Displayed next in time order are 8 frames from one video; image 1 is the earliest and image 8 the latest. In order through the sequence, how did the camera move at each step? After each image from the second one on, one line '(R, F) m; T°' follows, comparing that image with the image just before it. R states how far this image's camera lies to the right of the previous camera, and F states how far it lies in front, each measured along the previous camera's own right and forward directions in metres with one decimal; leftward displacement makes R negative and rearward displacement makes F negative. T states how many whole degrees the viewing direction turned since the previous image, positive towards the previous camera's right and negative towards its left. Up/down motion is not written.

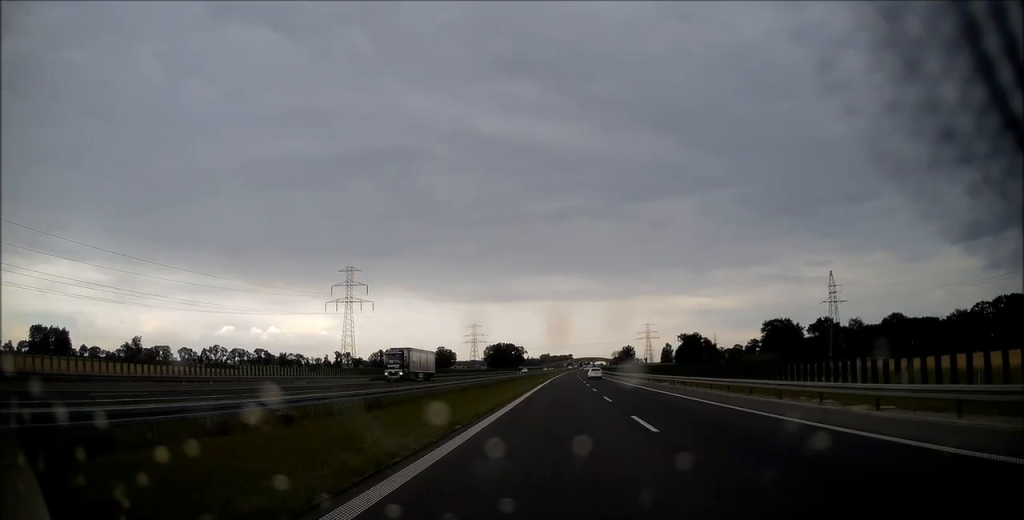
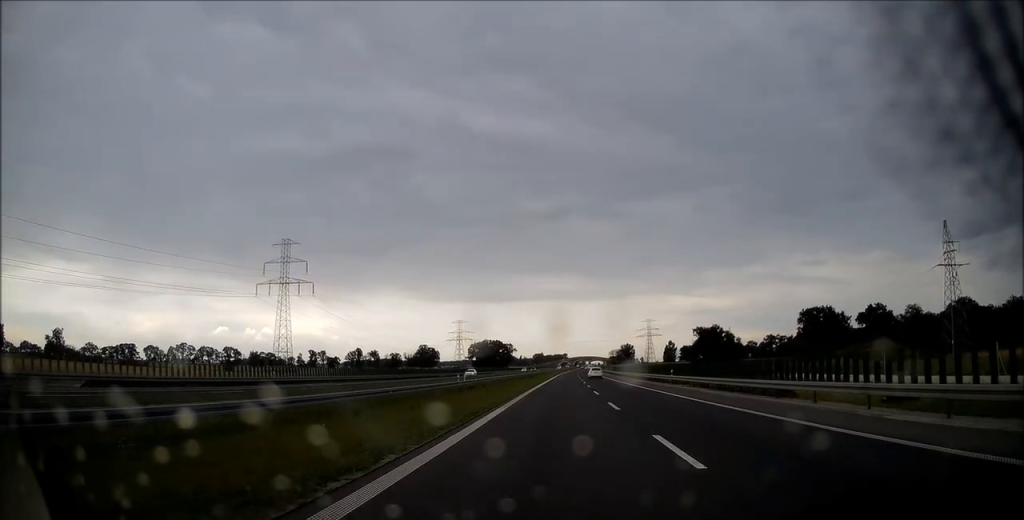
(+0.4, +51.7) m; 0°
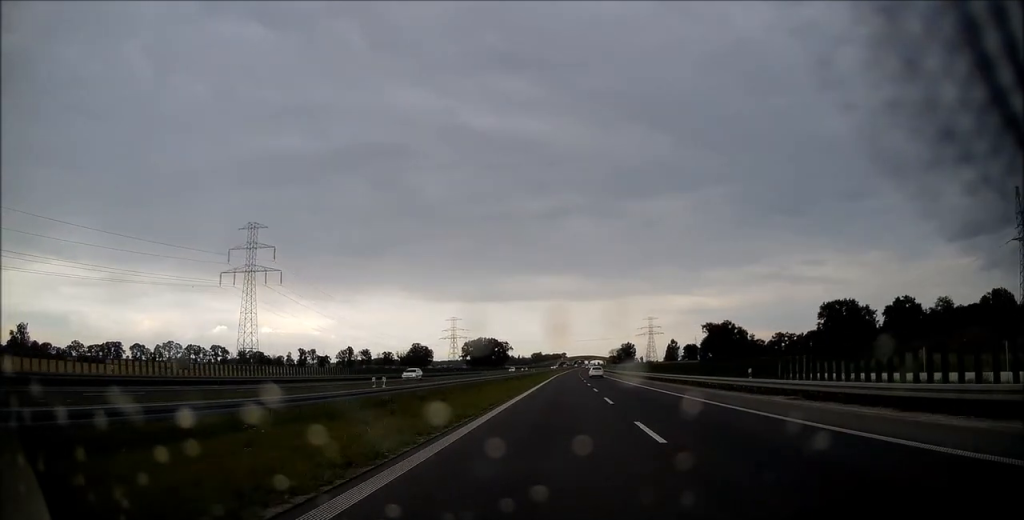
(-0.1, +20.8) m; 0°
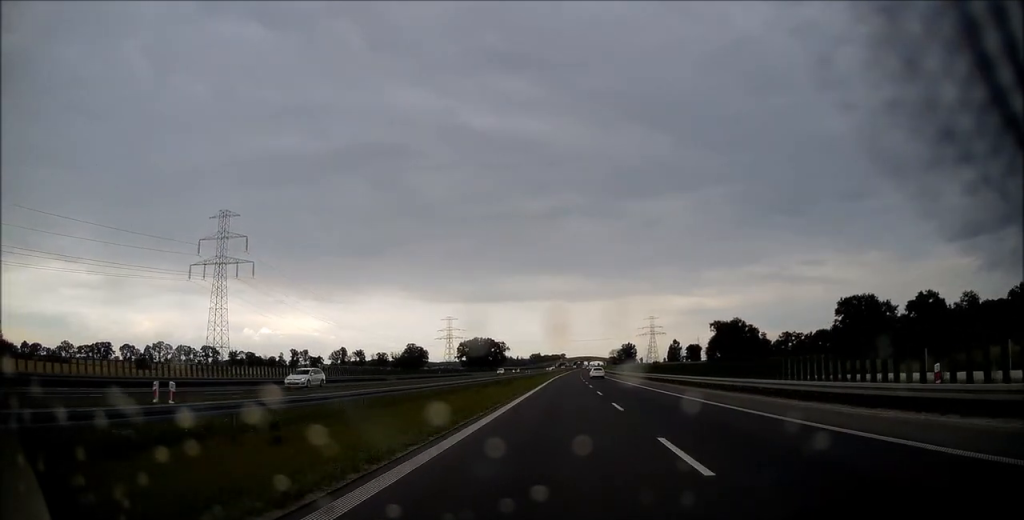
(+0.2, +15.0) m; 0°
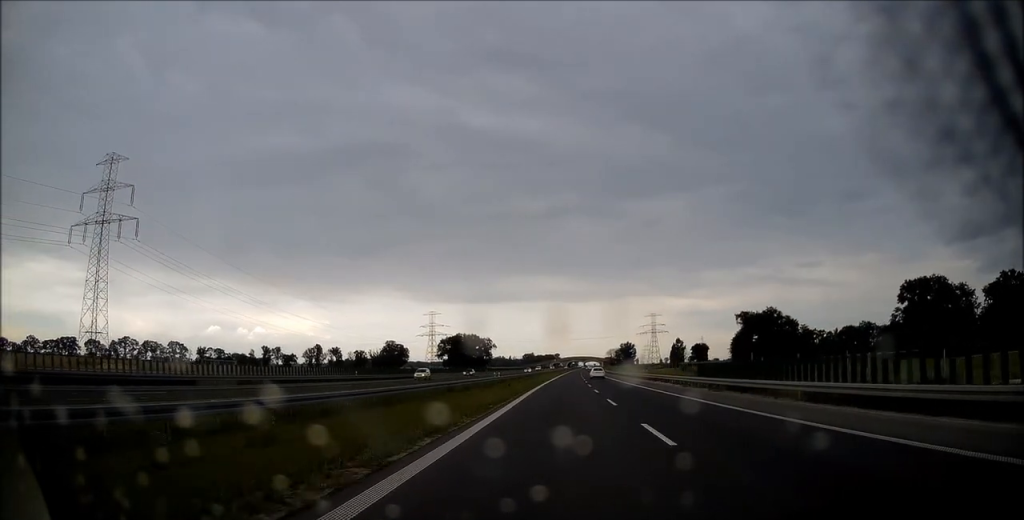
(0.0, +43.9) m; 0°
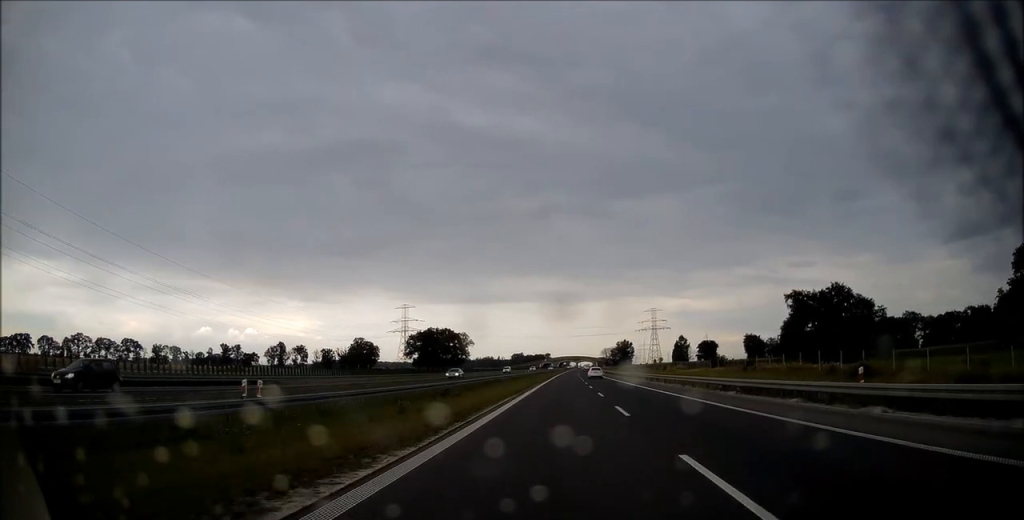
(+0.6, +52.1) m; +1°
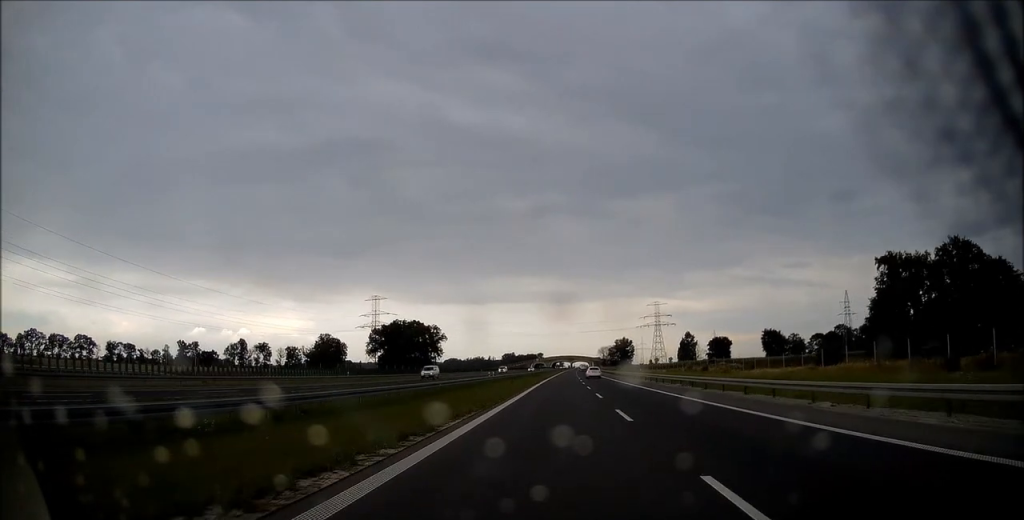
(+0.3, +47.5) m; +1°
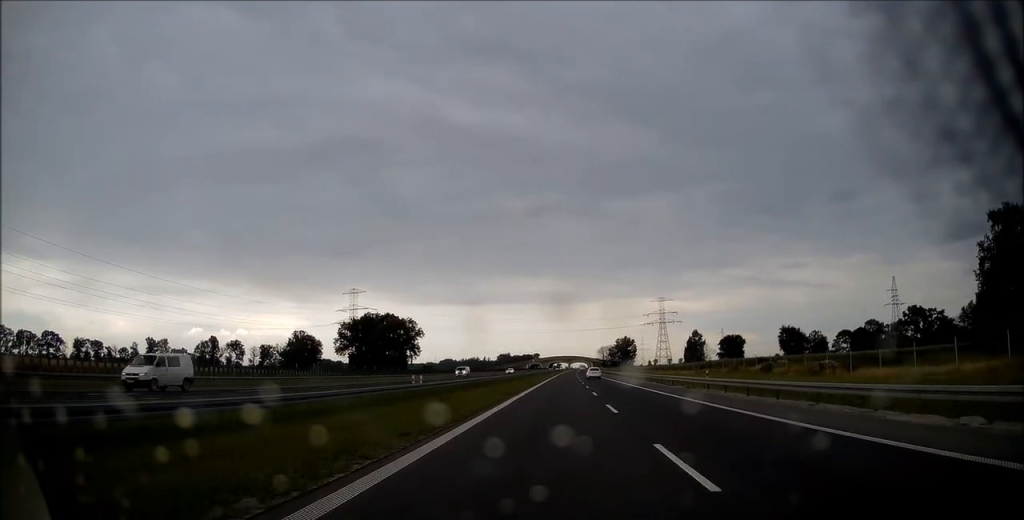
(+0.1, +32.5) m; 0°
